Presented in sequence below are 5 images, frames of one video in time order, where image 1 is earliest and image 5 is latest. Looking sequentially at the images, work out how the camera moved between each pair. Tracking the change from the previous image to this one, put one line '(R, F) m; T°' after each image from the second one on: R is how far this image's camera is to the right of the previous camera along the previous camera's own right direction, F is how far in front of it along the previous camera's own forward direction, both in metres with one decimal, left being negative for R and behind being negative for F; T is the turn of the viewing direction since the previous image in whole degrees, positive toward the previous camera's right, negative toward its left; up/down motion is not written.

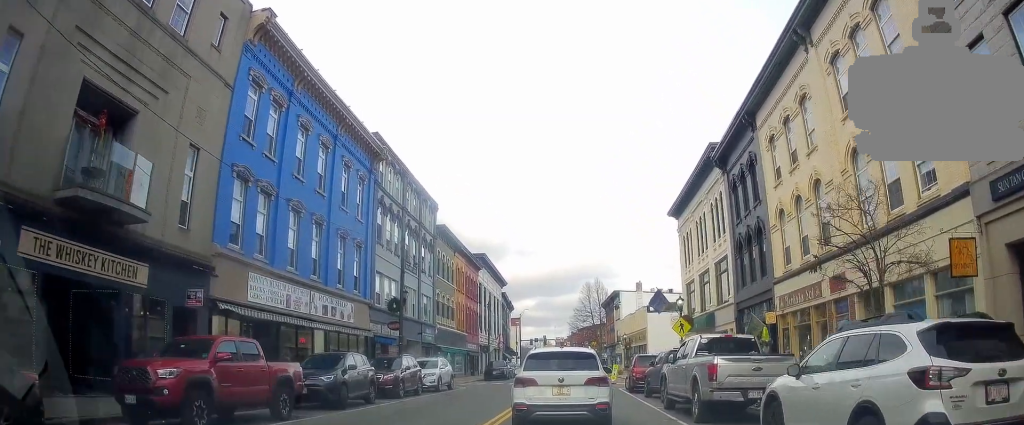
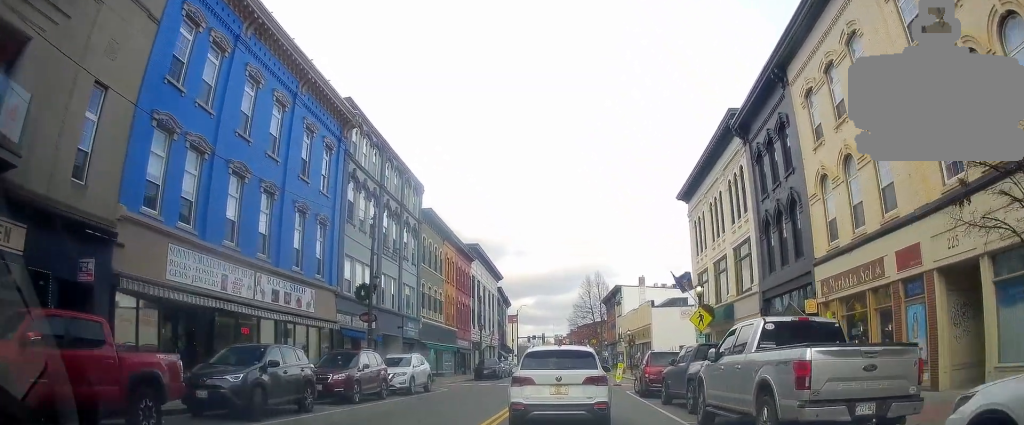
(-0.4, +4.7) m; 0°
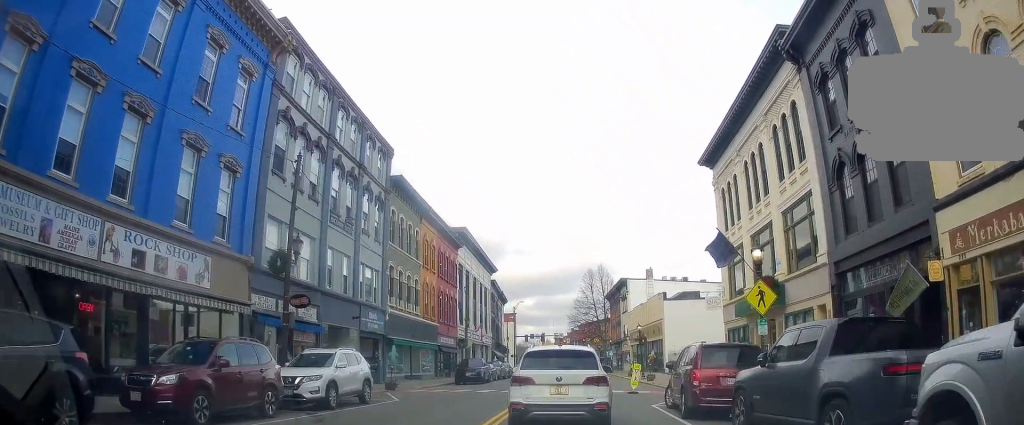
(+0.4, +8.4) m; +6°
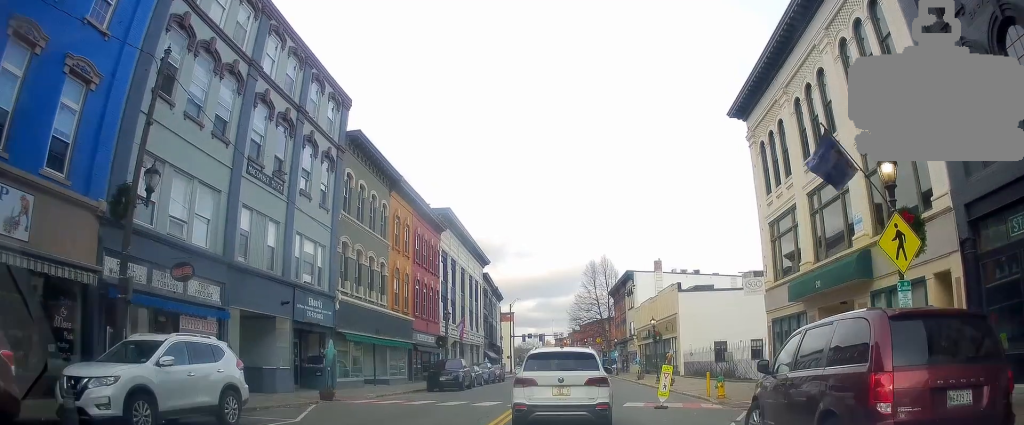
(+0.2, +8.4) m; 0°
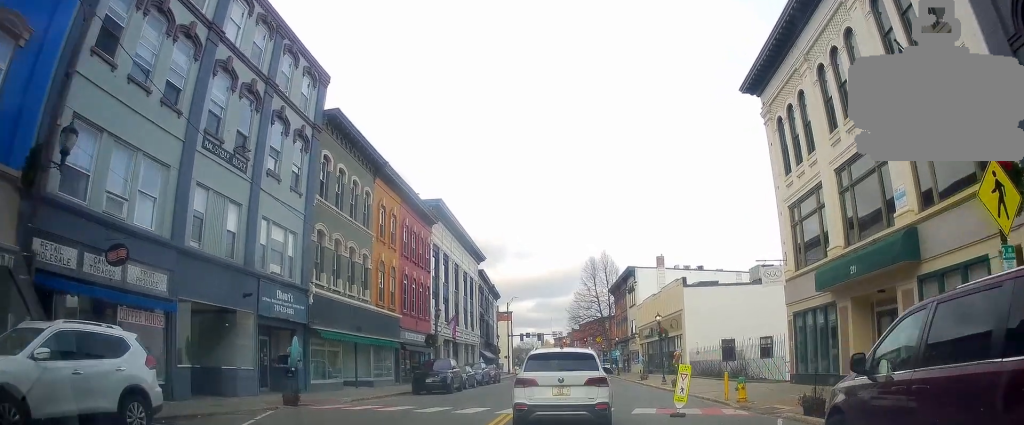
(+0.1, +3.0) m; -2°
